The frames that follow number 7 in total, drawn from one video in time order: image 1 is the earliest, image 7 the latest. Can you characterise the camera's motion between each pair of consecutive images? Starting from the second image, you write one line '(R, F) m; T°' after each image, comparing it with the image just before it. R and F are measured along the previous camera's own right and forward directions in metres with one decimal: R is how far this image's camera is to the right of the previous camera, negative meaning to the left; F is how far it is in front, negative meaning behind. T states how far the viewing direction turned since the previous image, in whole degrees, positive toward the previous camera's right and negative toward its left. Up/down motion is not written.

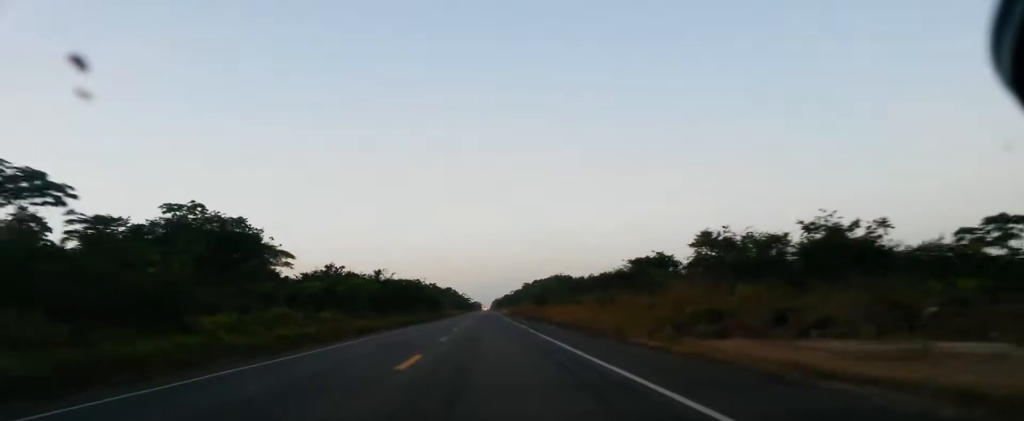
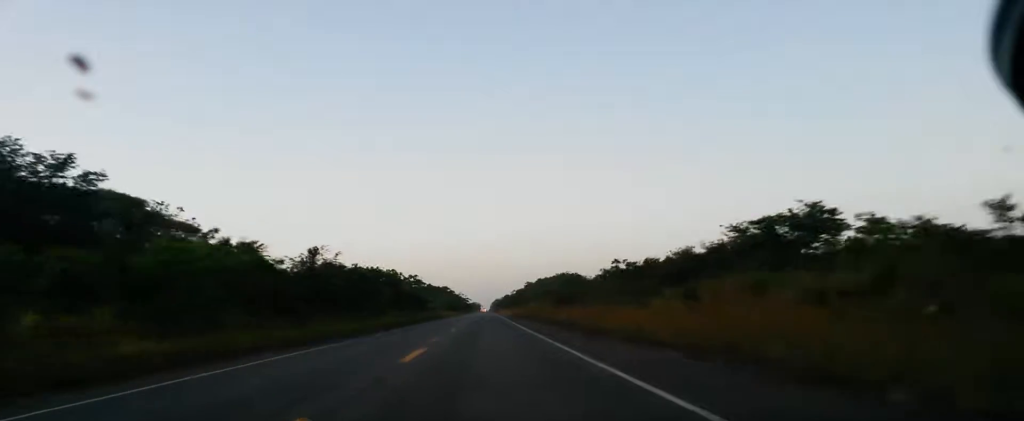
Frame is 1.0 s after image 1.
(0.0, +33.0) m; +1°
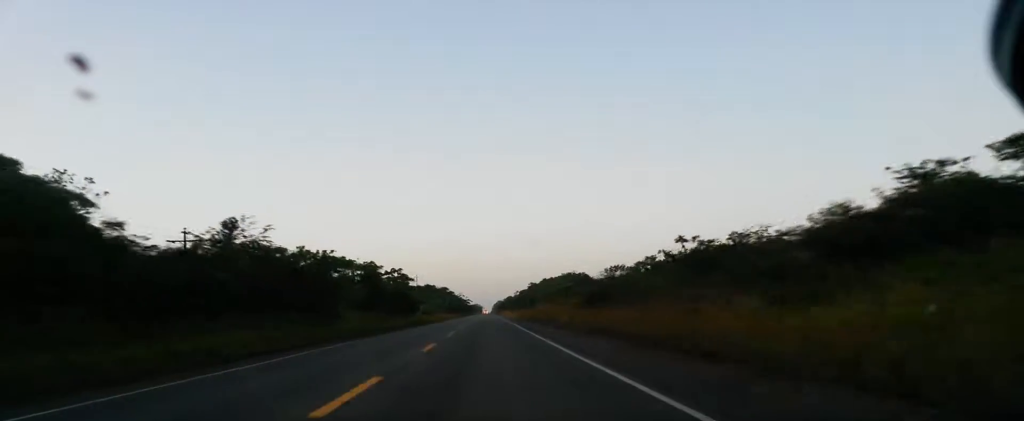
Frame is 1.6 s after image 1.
(+0.2, +19.0) m; 0°
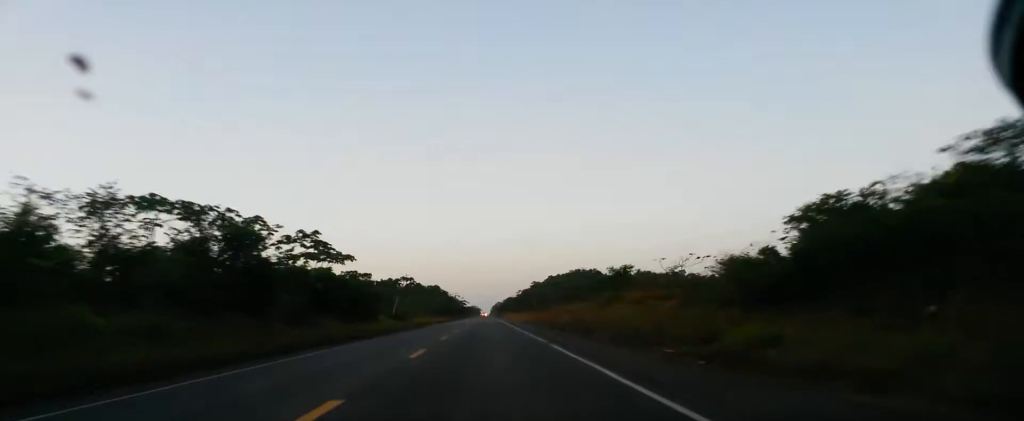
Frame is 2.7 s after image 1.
(-0.5, +38.2) m; -1°
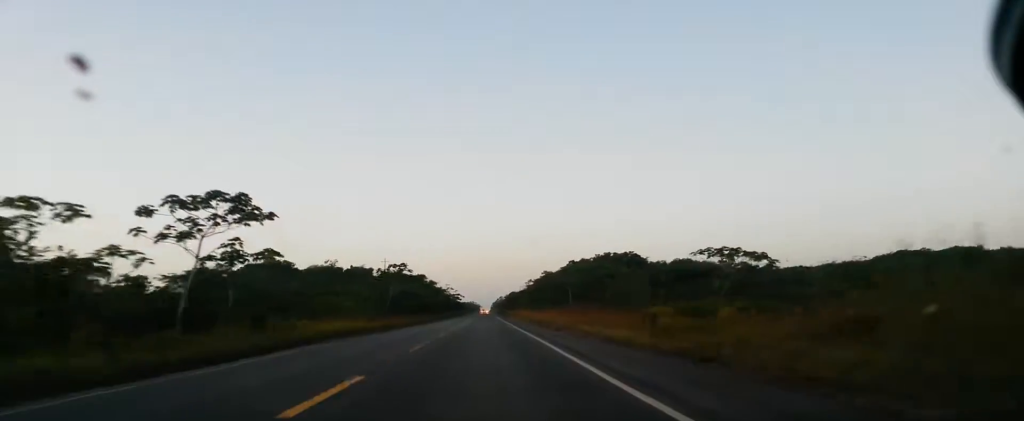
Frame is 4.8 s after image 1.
(-0.1, +68.7) m; 0°
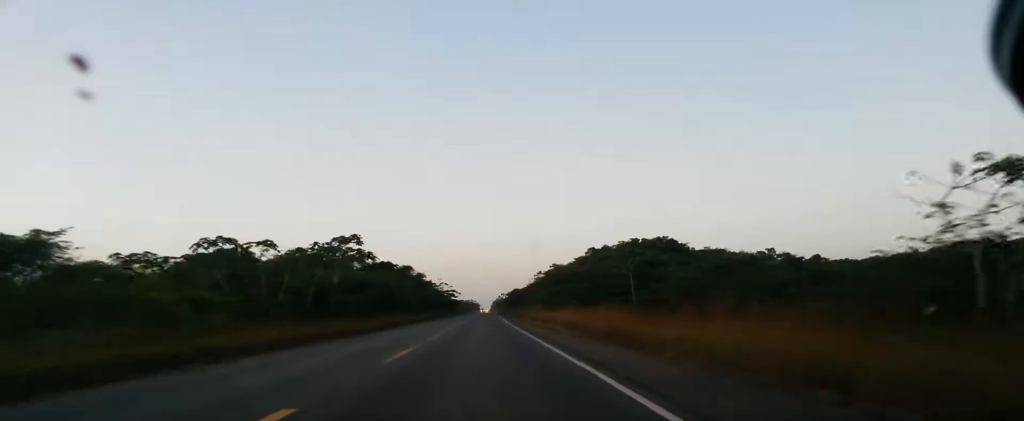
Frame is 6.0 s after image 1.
(0.0, +39.8) m; +1°
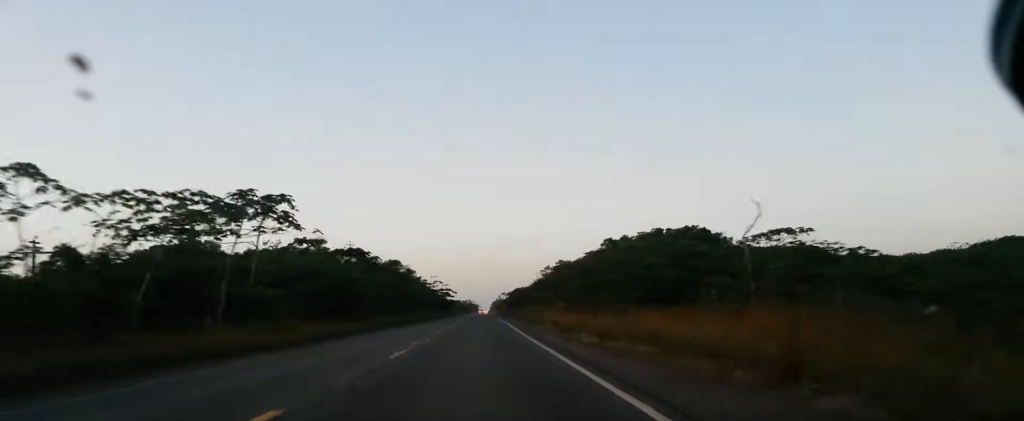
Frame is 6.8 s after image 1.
(+0.3, +24.1) m; +1°
